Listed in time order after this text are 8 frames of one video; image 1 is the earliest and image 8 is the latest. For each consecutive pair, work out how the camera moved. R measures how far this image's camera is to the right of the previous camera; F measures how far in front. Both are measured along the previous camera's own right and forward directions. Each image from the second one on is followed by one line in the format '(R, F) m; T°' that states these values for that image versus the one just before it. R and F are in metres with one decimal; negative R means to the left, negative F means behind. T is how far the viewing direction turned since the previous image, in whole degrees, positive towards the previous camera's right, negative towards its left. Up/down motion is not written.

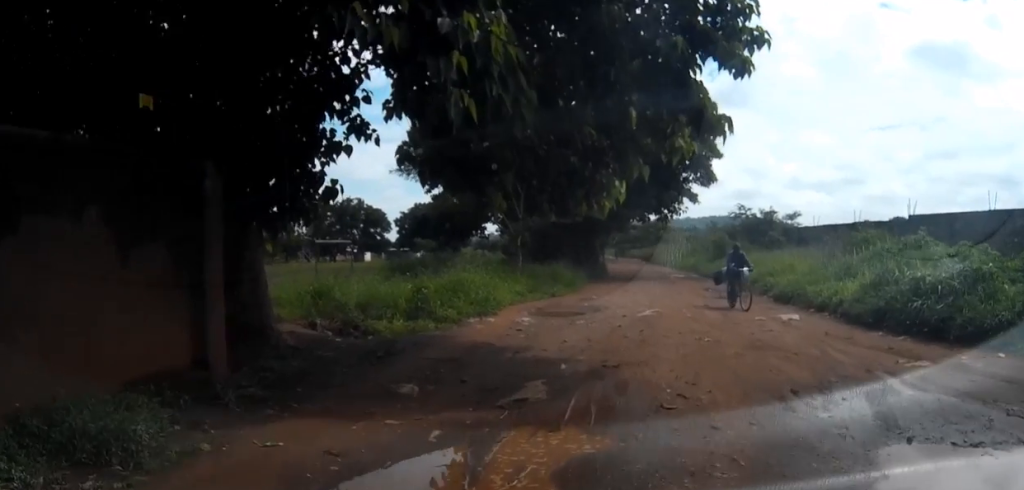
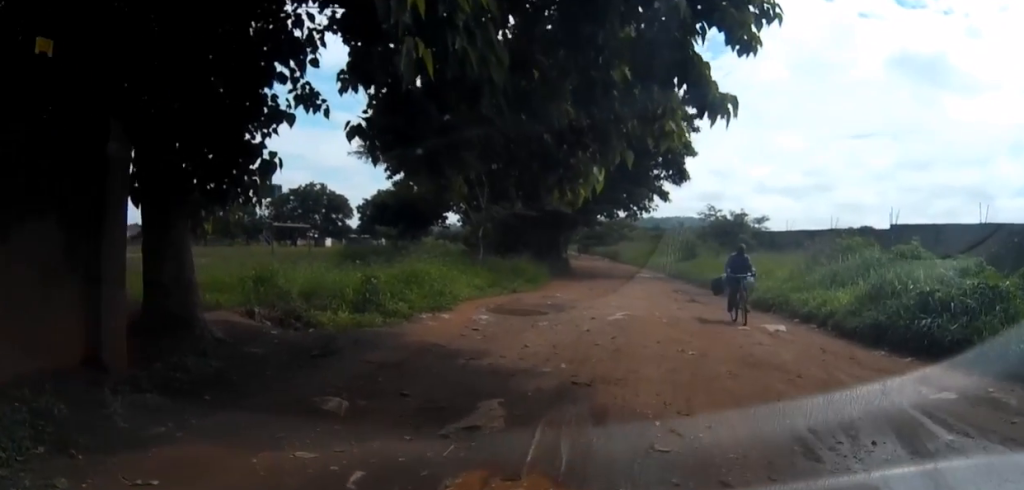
(+0.1, +1.3) m; +8°
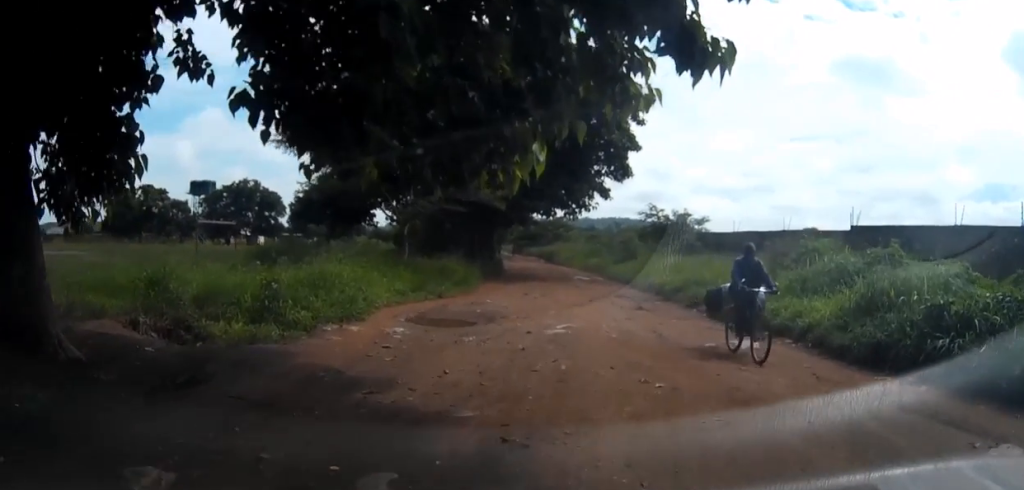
(+0.2, +2.1) m; +8°
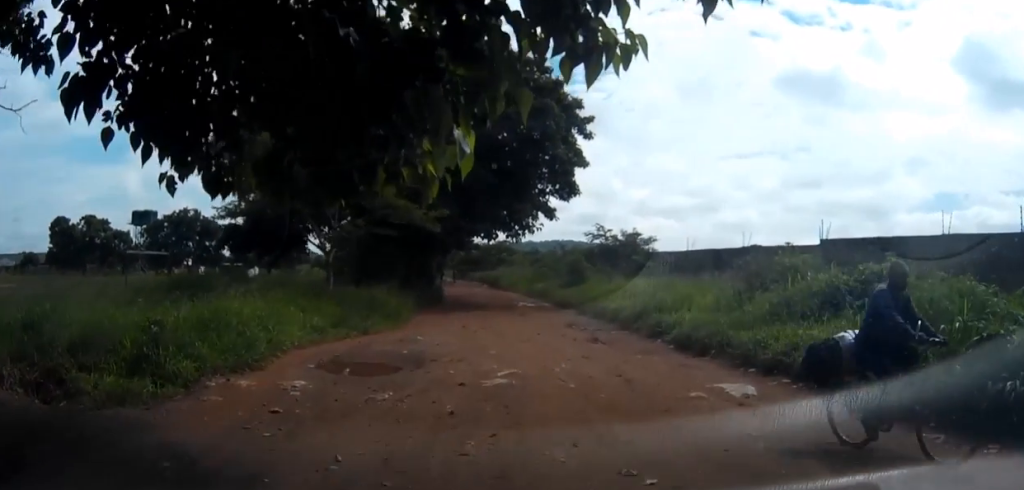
(+0.1, +2.5) m; +2°
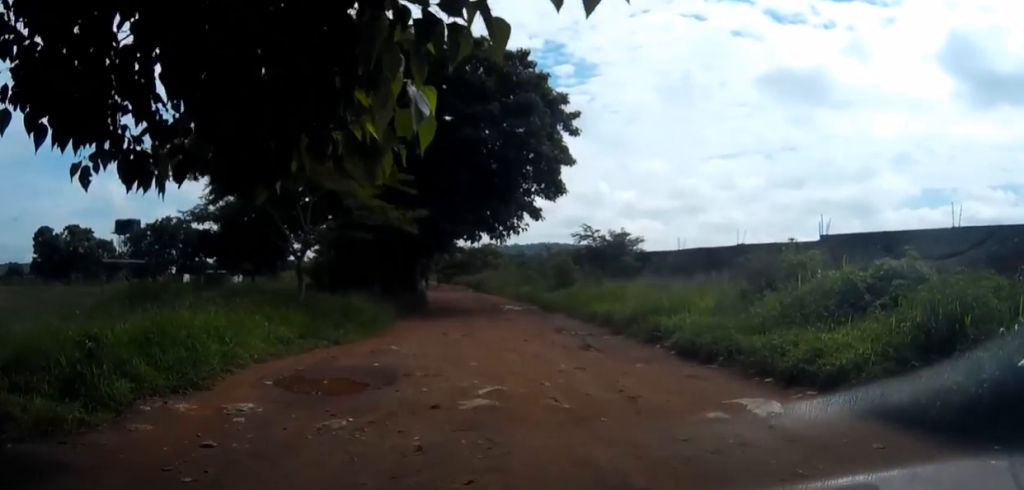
(0.0, +1.4) m; -2°
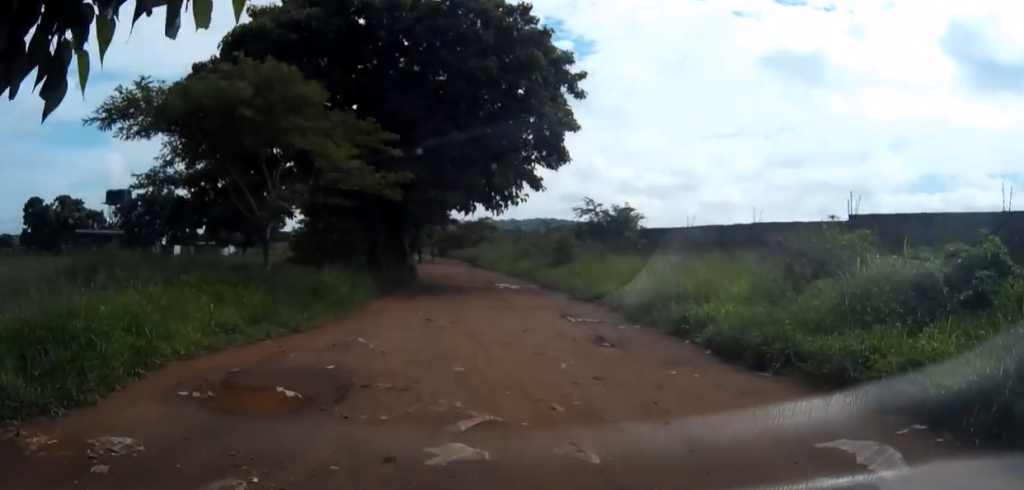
(-0.1, +2.8) m; -2°
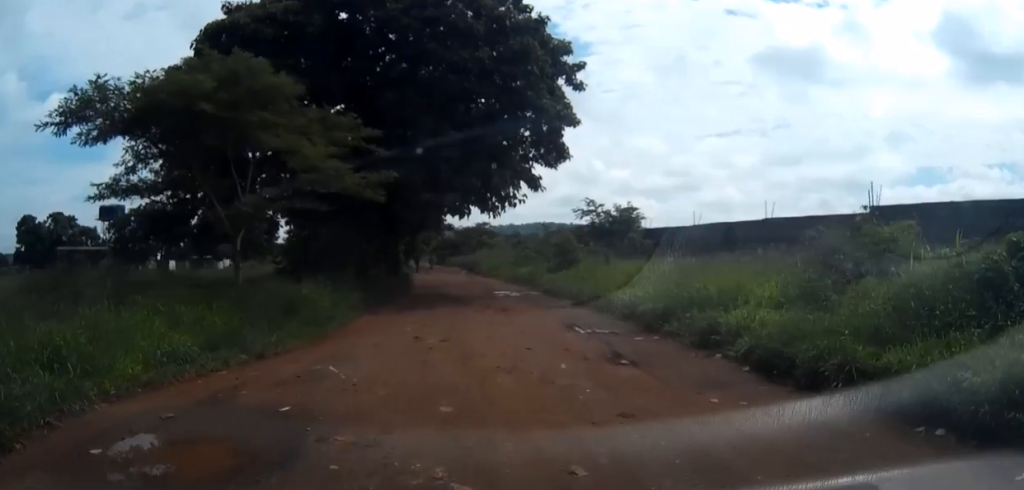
(0.0, +1.8) m; -1°
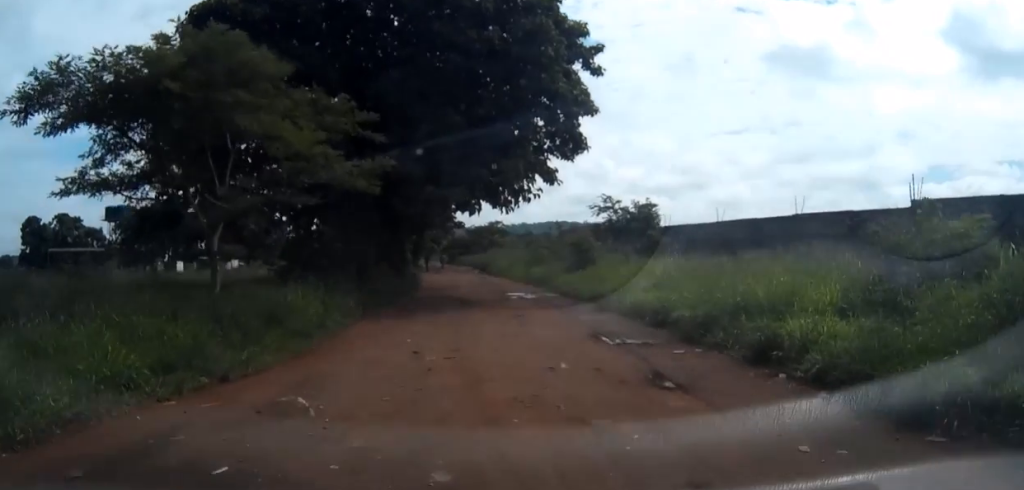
(0.0, +2.1) m; -2°
